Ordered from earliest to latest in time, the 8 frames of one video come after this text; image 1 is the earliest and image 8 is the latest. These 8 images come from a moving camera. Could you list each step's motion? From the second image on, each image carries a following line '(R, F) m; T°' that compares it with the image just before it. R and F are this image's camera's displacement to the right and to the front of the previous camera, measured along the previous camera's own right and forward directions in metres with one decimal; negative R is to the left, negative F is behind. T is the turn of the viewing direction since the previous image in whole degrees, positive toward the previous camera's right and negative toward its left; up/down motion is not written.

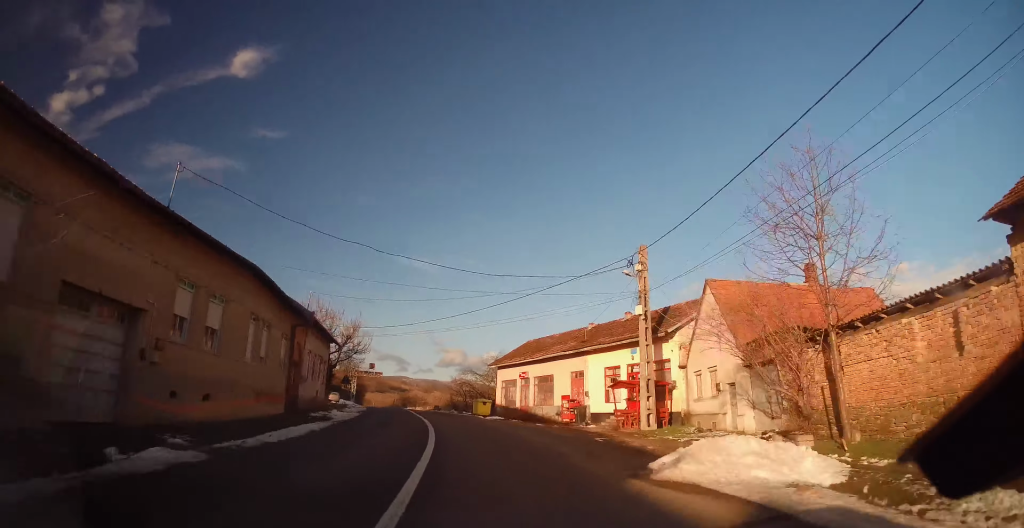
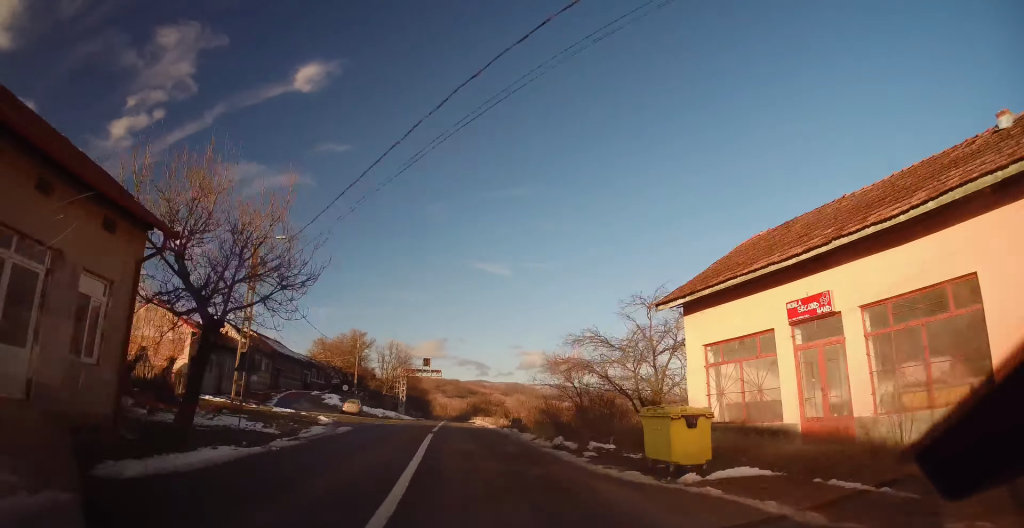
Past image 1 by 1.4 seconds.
(-1.1, +27.5) m; -5°
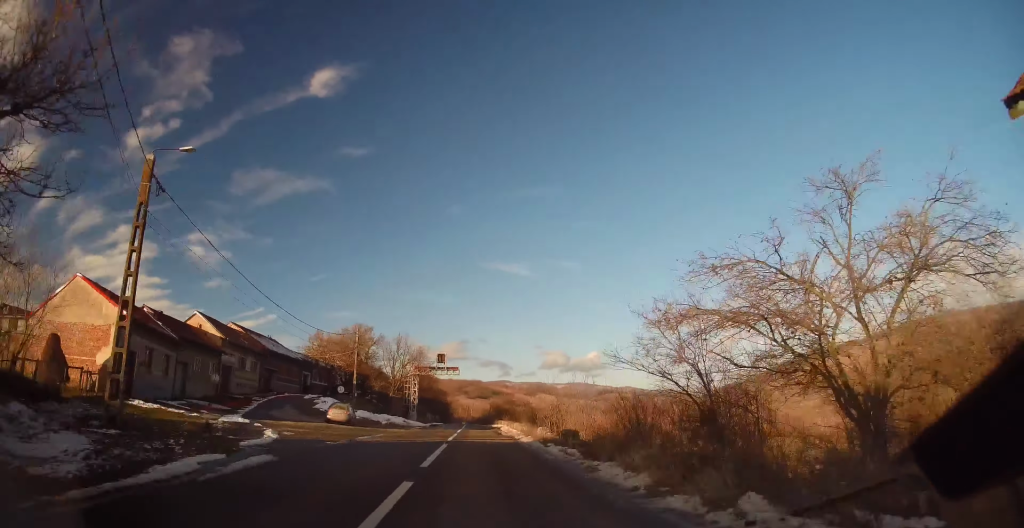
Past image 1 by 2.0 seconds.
(-0.2, +10.8) m; -2°
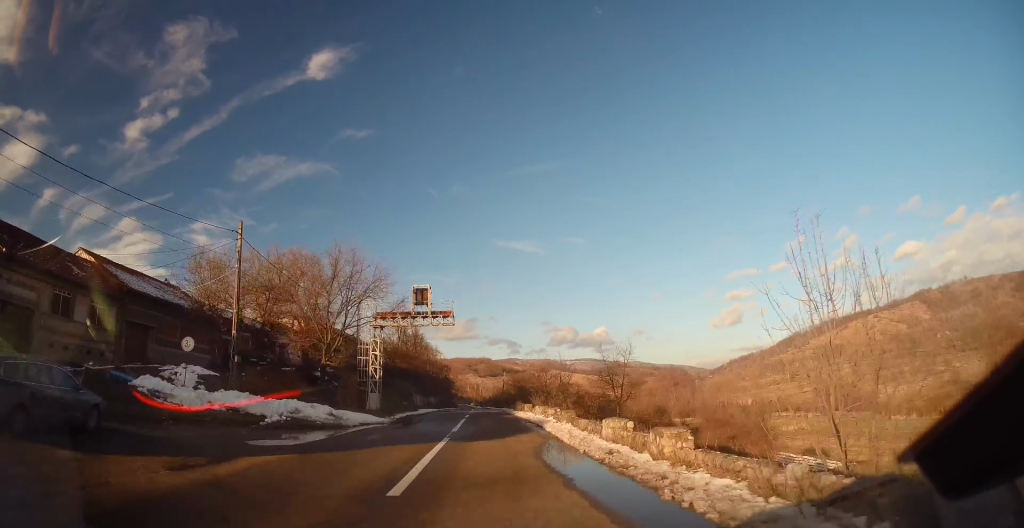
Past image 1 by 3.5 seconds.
(-0.6, +28.0) m; -1°
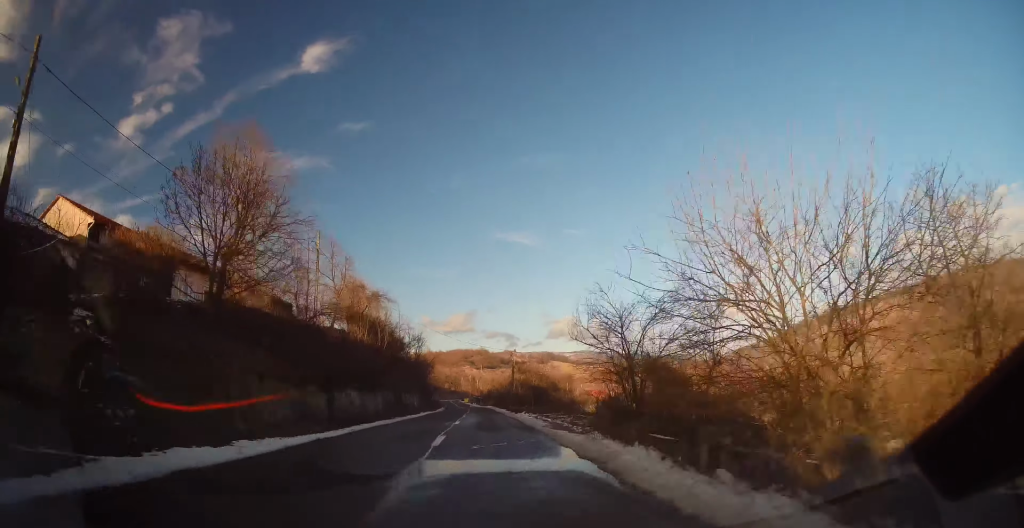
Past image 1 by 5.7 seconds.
(-0.1, +44.3) m; -1°
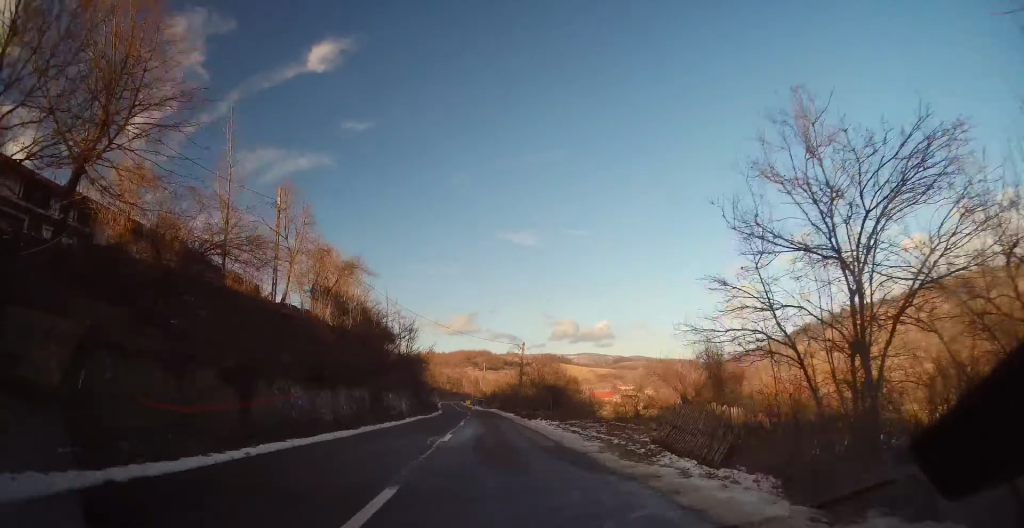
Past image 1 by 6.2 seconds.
(0.0, +10.1) m; 0°
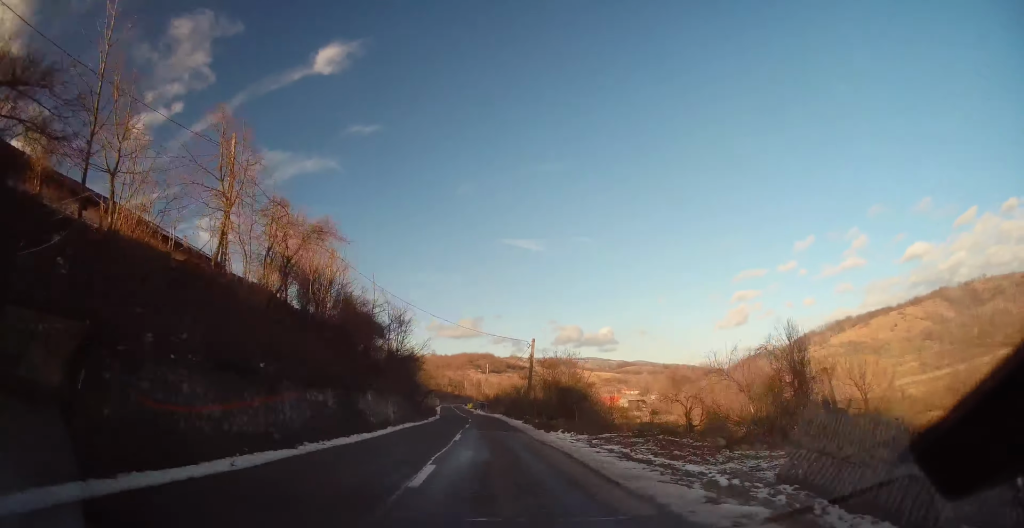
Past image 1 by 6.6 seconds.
(+0.1, +8.1) m; 0°
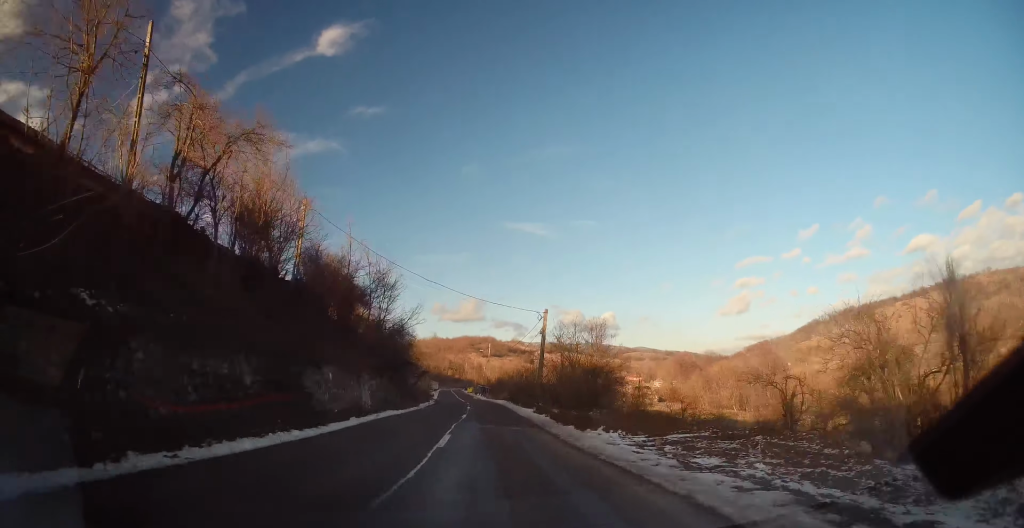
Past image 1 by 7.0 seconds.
(0.0, +8.7) m; 0°
